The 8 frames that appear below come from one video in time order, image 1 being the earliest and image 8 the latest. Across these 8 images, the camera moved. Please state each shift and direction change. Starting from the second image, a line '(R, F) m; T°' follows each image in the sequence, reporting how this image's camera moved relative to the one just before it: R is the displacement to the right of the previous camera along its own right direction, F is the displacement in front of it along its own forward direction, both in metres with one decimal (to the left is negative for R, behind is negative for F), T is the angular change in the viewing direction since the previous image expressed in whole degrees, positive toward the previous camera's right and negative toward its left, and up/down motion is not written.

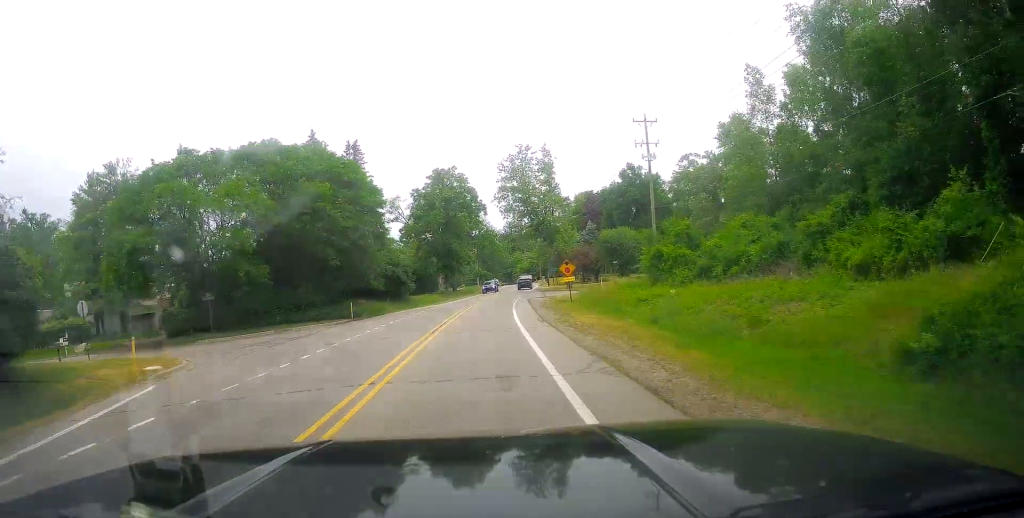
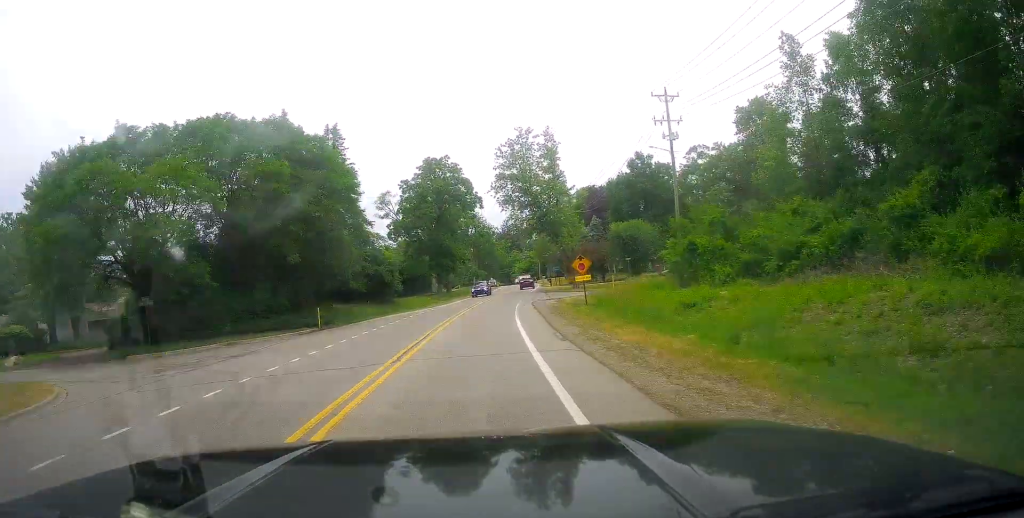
(-0.1, +8.0) m; +1°
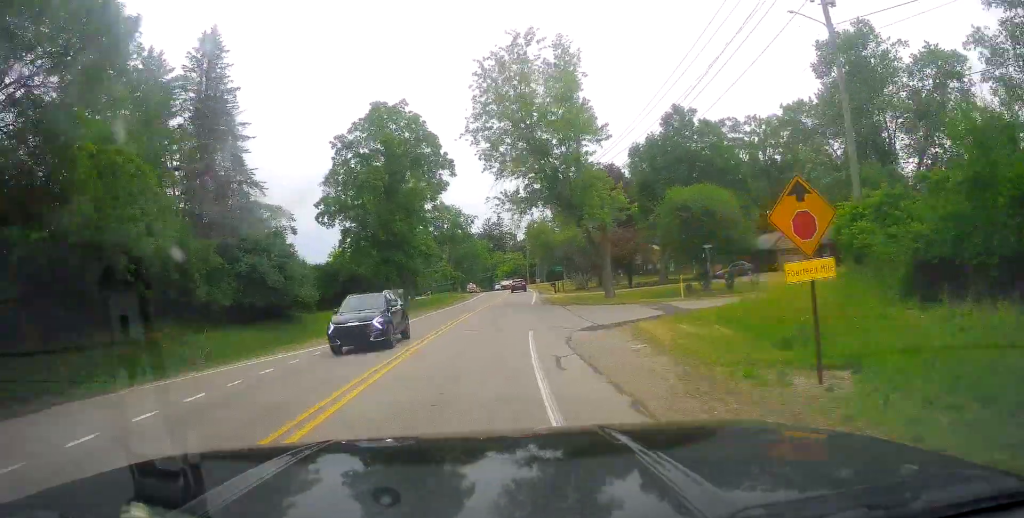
(+1.0, +26.7) m; +2°
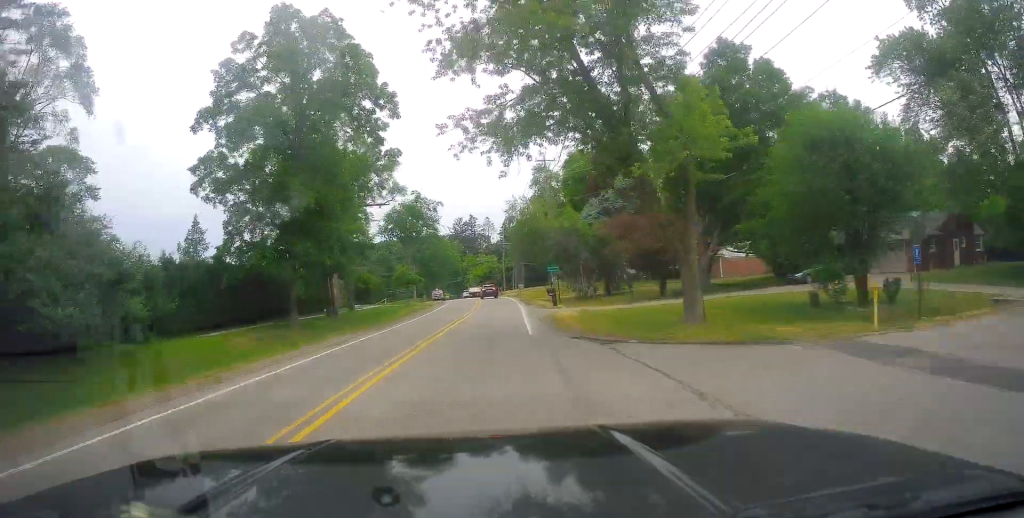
(0.0, +20.3) m; +2°
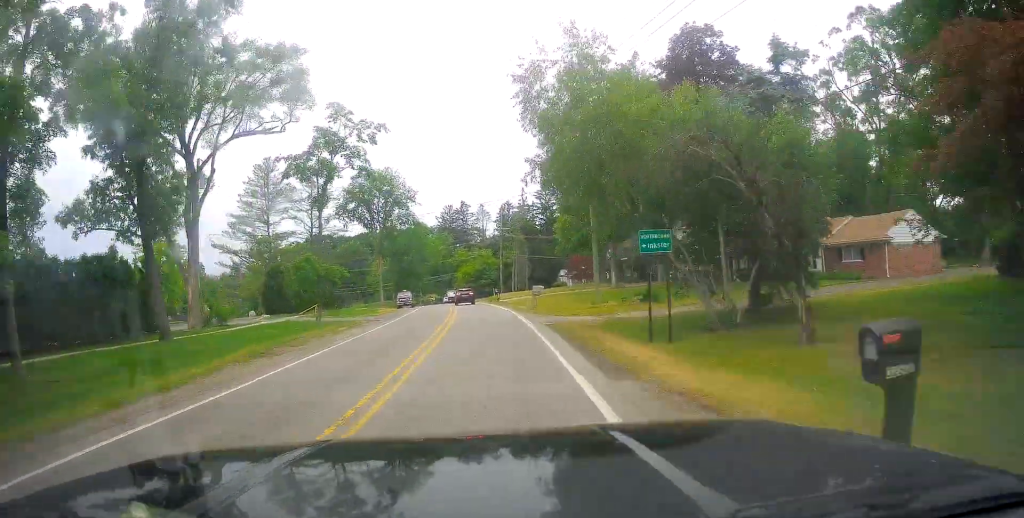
(+1.1, +32.5) m; +1°
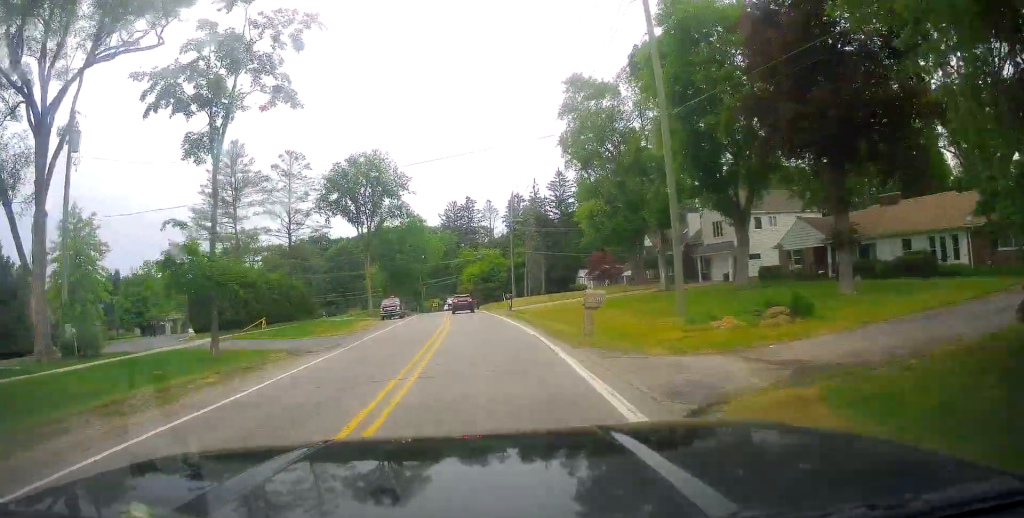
(-0.3, +15.5) m; -1°
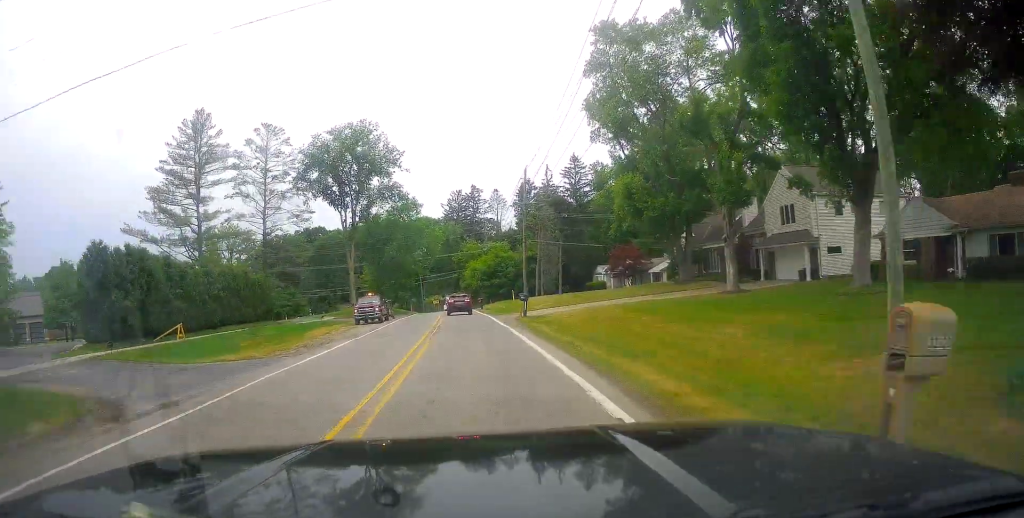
(-0.3, +12.9) m; +1°
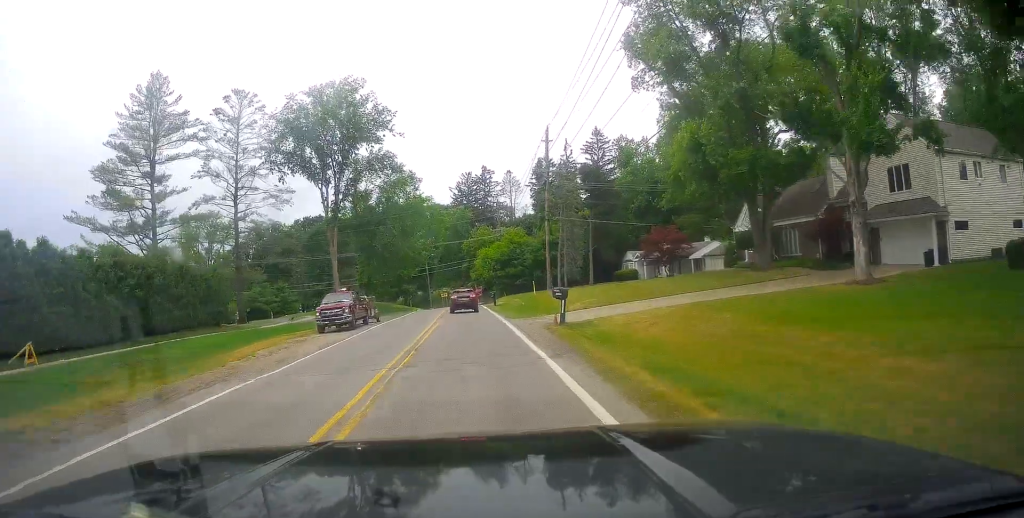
(+0.6, +12.8) m; 0°
